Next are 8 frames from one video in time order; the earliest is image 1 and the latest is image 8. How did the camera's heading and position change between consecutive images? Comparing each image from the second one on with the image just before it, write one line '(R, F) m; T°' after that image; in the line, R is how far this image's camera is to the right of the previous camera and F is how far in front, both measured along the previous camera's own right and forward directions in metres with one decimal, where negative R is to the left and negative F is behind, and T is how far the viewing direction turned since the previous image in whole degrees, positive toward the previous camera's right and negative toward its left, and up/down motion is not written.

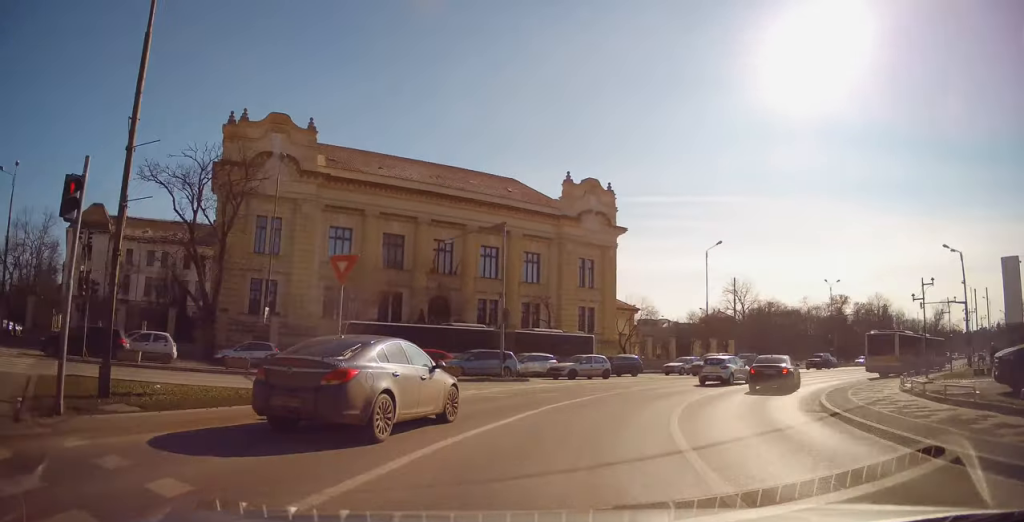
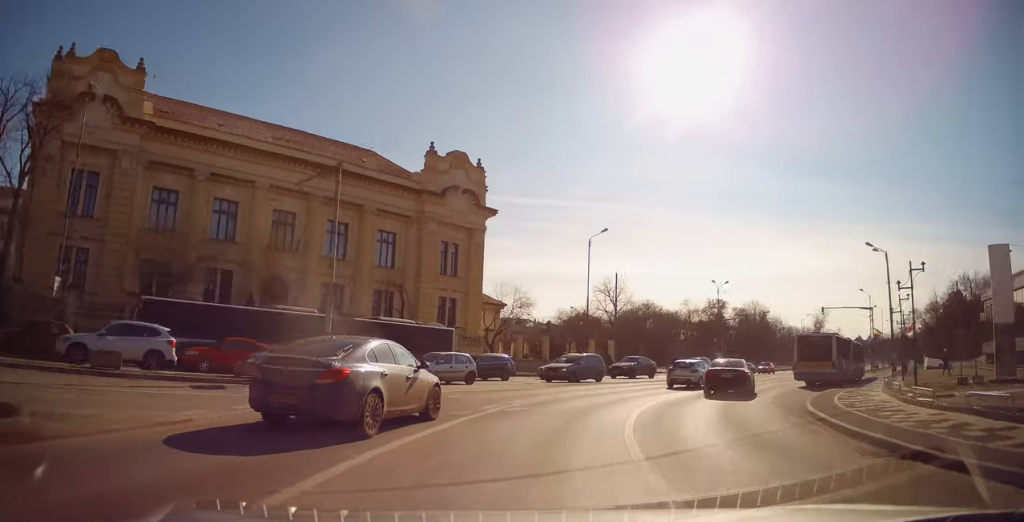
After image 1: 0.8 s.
(+0.9, +7.2) m; +15°
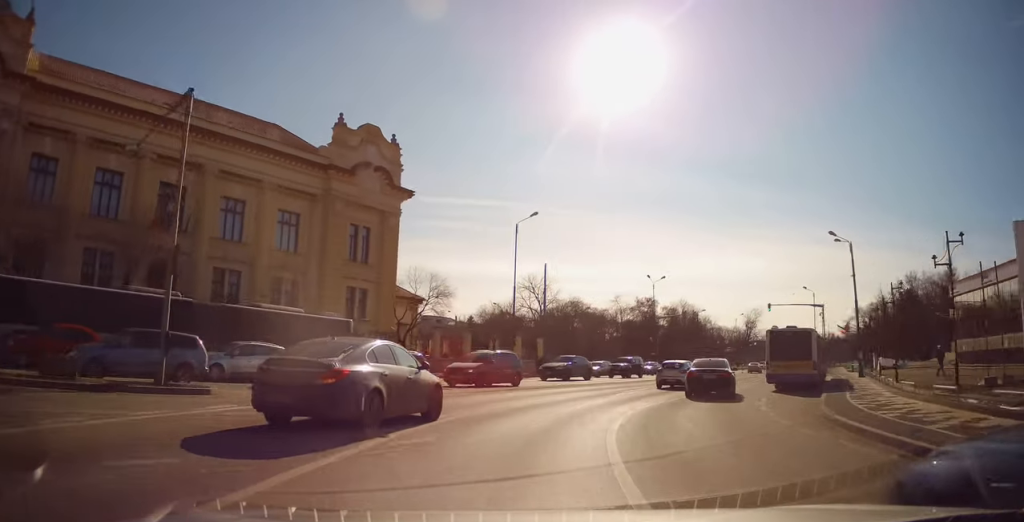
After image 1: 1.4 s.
(+0.6, +5.1) m; +7°
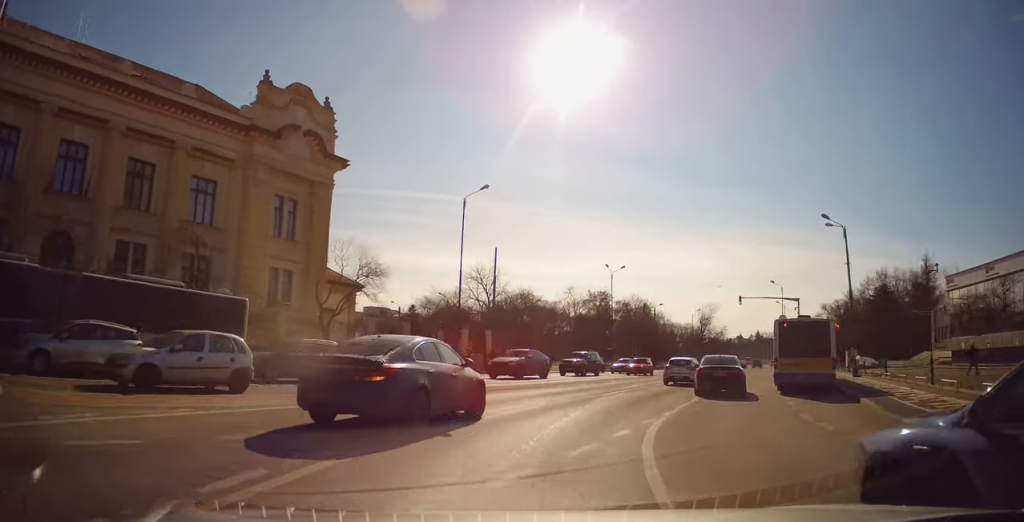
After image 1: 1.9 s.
(+0.3, +5.2) m; +7°
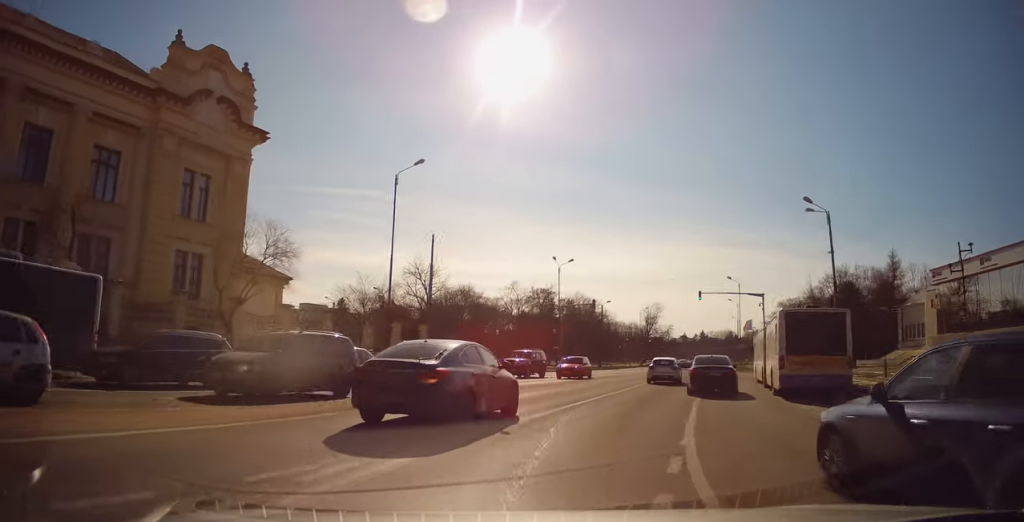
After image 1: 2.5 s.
(+0.1, +4.9) m; +8°
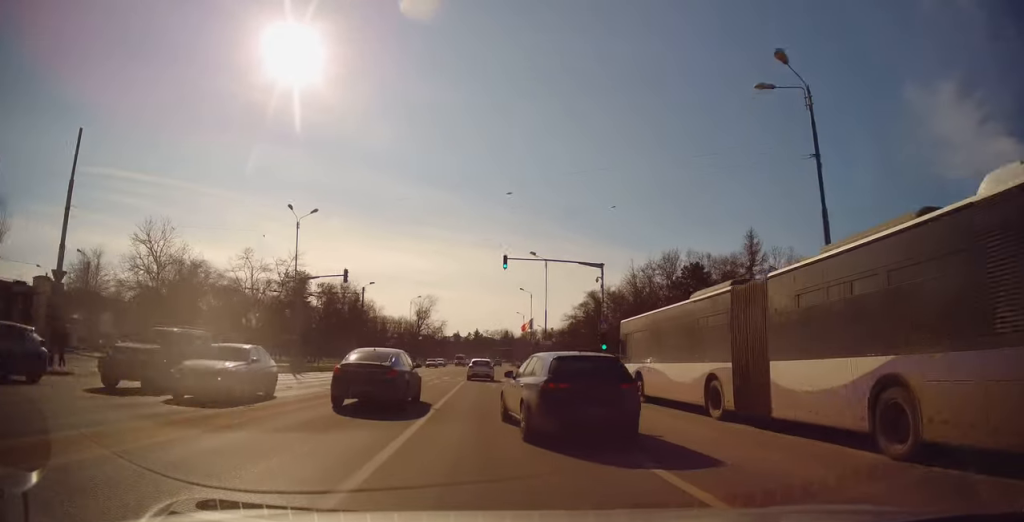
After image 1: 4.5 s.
(+4.9, +18.9) m; +22°
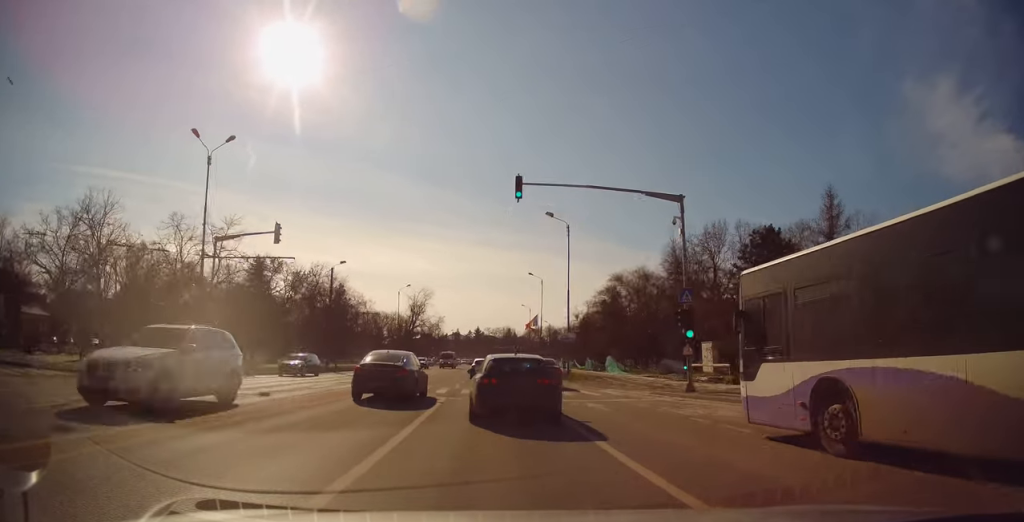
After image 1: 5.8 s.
(+0.6, +14.3) m; +5°
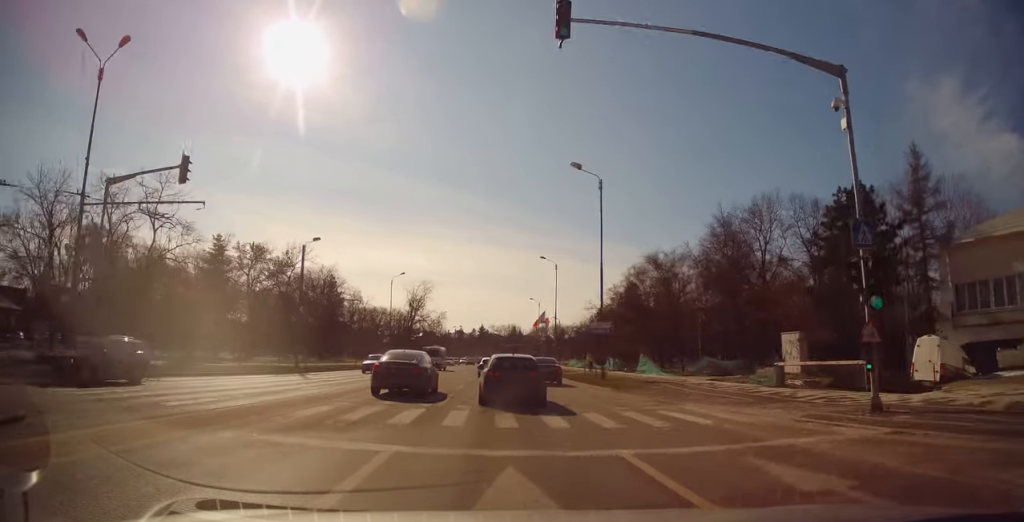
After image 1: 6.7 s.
(+0.5, +10.4) m; -1°
